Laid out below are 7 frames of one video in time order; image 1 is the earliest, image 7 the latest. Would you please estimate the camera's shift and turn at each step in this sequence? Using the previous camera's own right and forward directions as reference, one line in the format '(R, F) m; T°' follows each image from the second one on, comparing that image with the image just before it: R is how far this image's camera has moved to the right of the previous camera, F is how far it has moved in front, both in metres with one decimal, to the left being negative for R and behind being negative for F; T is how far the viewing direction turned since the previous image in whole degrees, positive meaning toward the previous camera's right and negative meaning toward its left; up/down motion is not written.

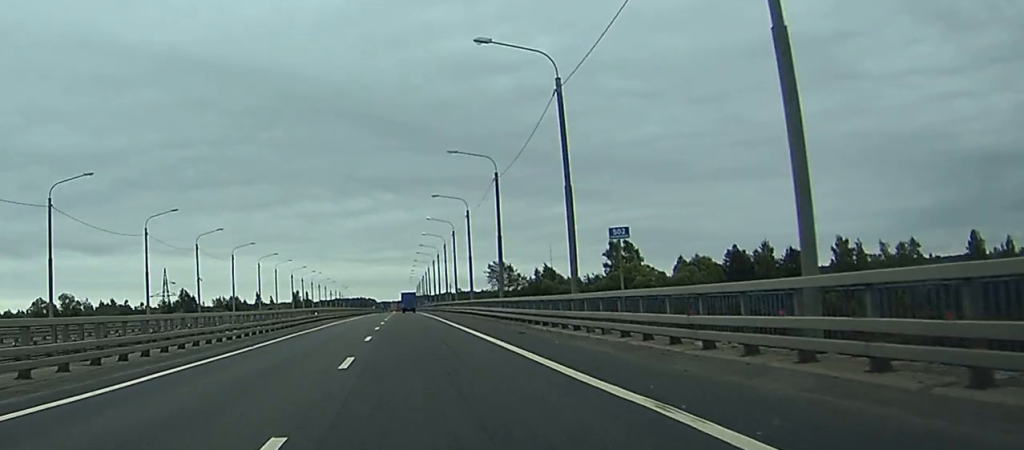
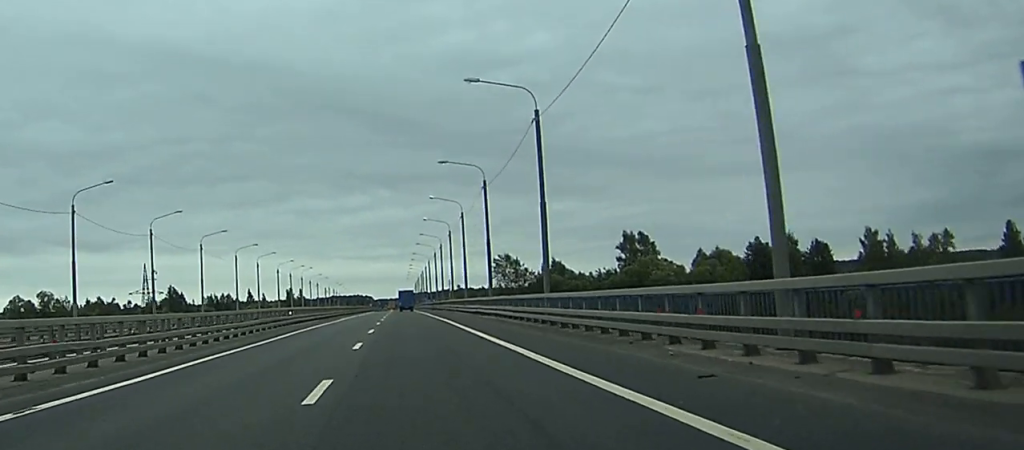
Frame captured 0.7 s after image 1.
(+0.1, +18.1) m; 0°
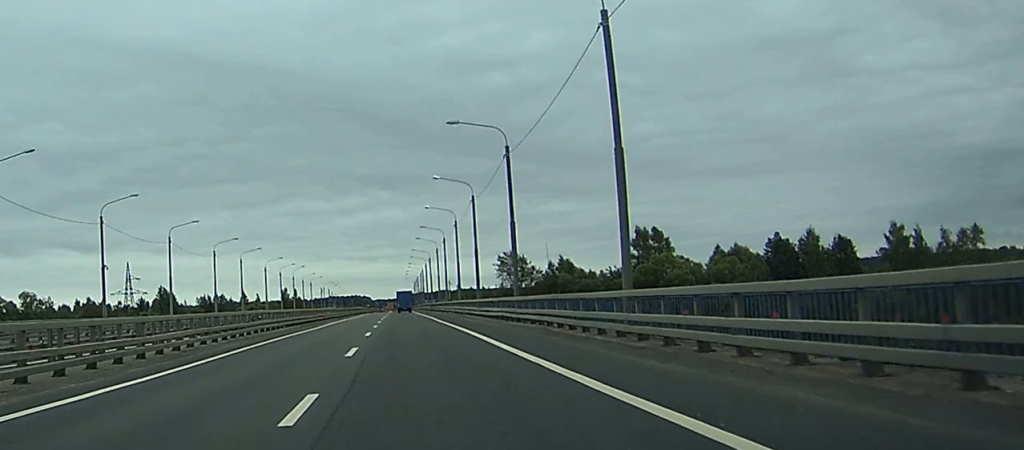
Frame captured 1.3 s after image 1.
(0.0, +14.0) m; 0°
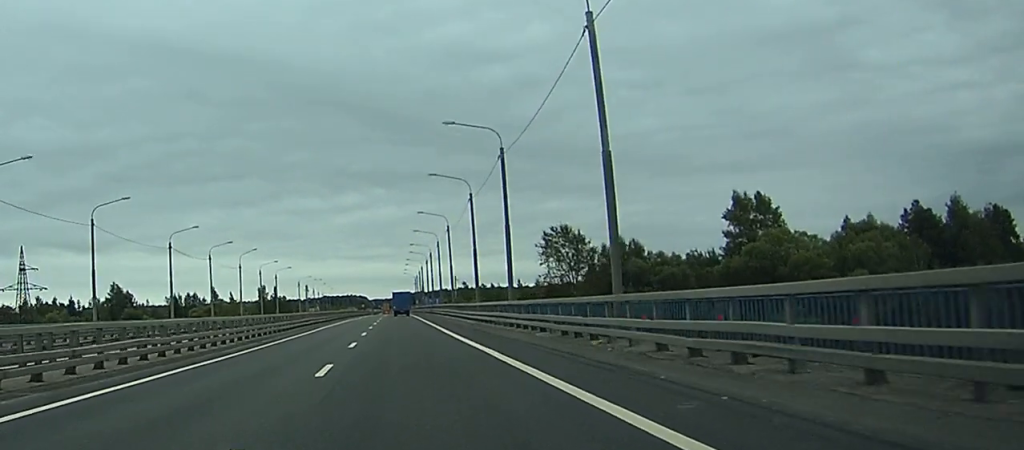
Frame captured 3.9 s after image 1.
(+0.4, +65.7) m; +1°
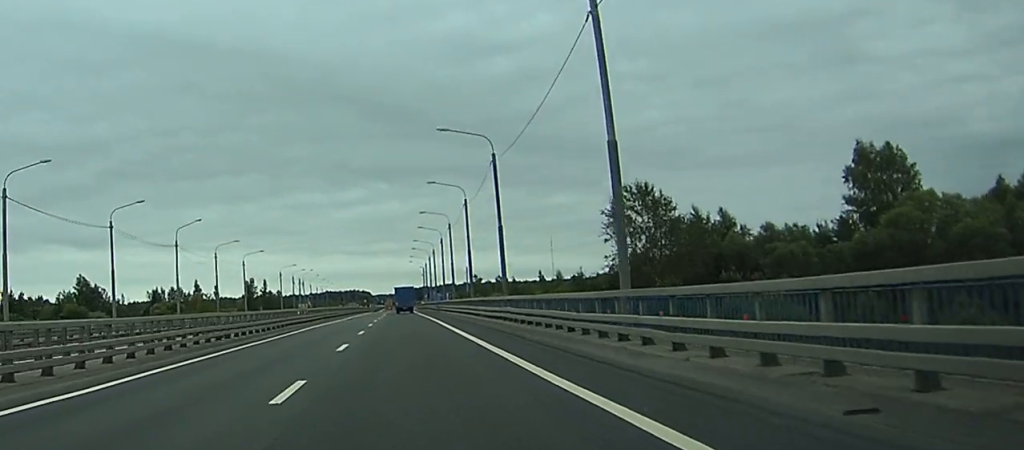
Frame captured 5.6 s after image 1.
(+0.1, +42.1) m; 0°
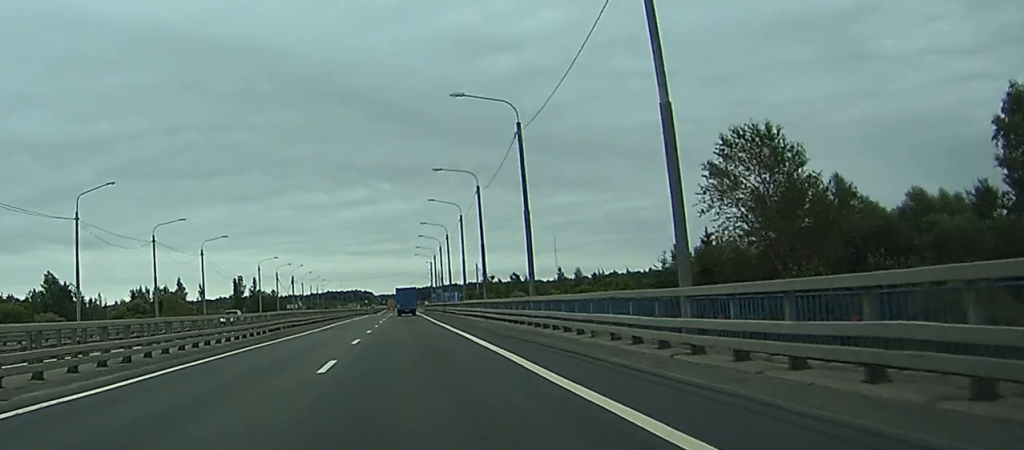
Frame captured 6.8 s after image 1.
(-0.1, +31.4) m; 0°
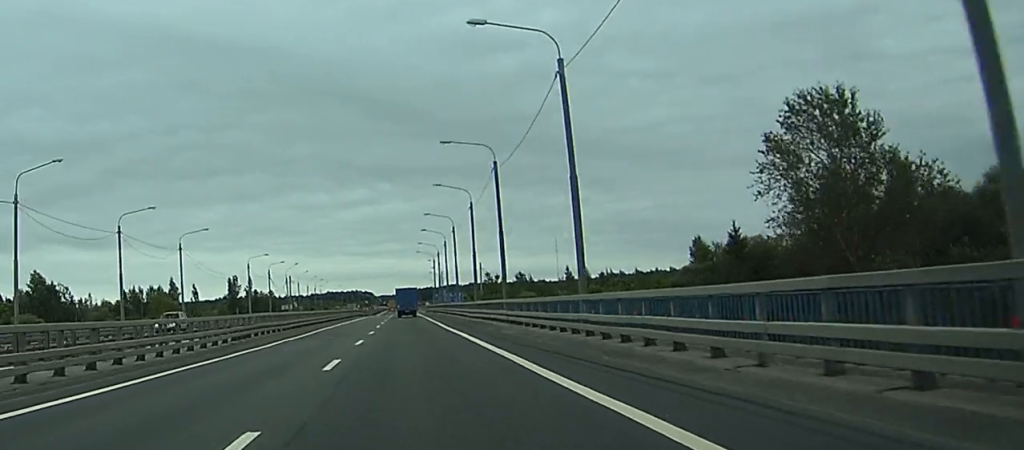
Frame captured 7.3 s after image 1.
(0.0, +11.0) m; 0°
